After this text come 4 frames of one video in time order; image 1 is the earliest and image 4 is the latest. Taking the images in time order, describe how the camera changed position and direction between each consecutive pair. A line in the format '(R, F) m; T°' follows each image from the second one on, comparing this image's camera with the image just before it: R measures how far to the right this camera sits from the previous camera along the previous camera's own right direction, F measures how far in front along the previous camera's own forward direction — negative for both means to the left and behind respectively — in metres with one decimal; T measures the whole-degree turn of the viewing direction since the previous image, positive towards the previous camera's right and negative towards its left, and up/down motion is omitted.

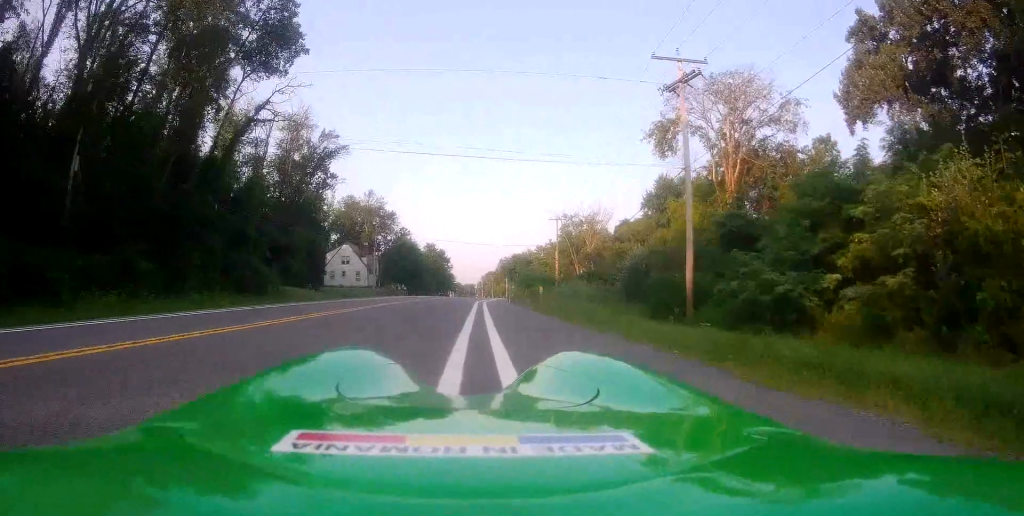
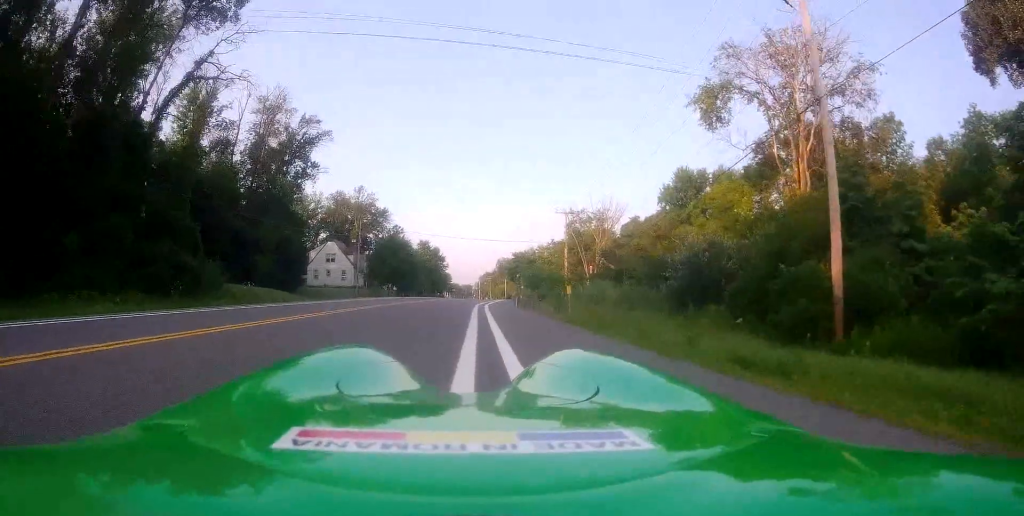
(+0.6, +10.2) m; +6°
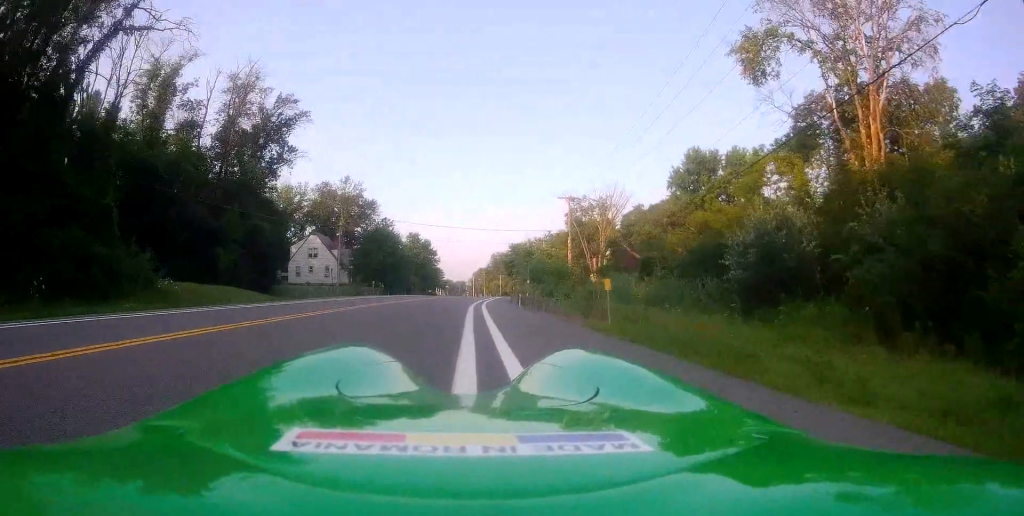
(-0.2, +7.4) m; -4°
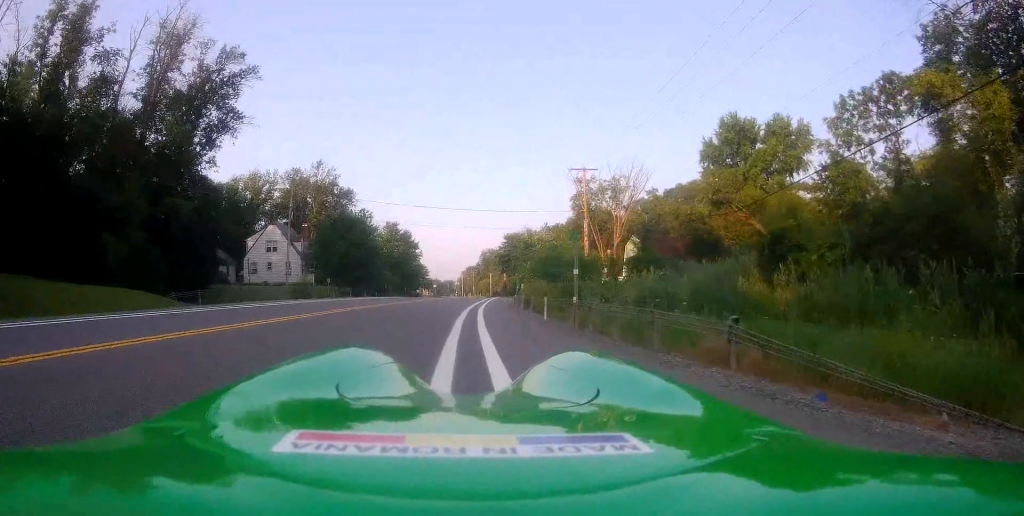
(+0.9, +15.4) m; +5°
